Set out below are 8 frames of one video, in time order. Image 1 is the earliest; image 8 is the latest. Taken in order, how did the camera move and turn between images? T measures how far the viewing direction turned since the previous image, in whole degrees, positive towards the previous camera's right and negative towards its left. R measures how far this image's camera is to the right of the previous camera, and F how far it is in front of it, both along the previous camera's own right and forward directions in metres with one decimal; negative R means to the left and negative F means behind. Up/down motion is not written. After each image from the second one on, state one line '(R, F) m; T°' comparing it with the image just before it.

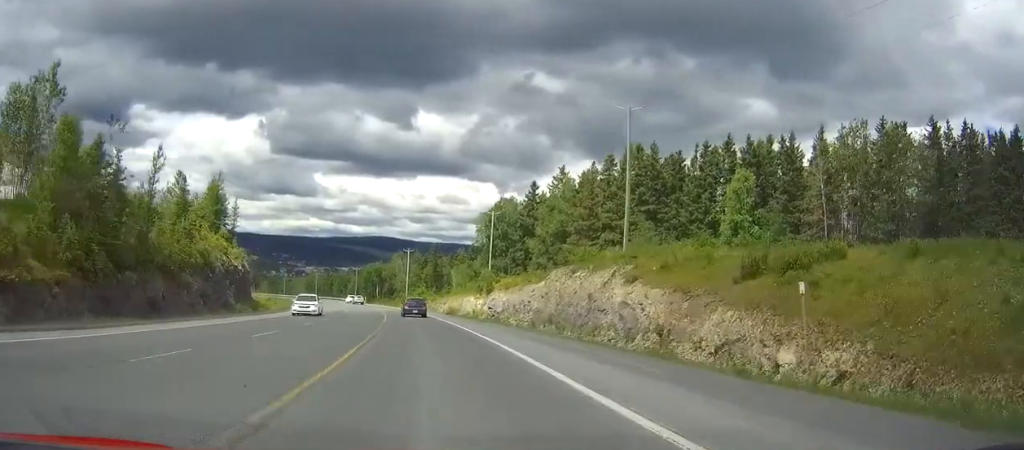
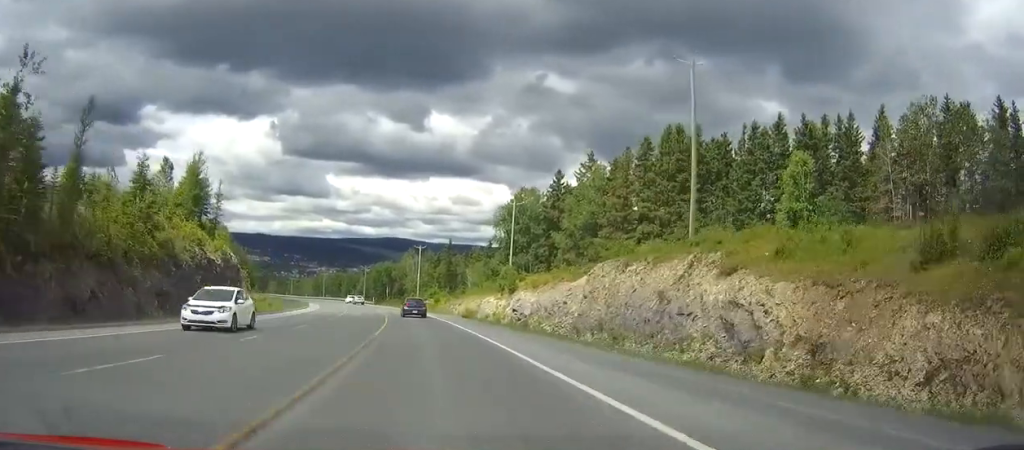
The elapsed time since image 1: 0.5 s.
(-0.2, +11.2) m; -1°
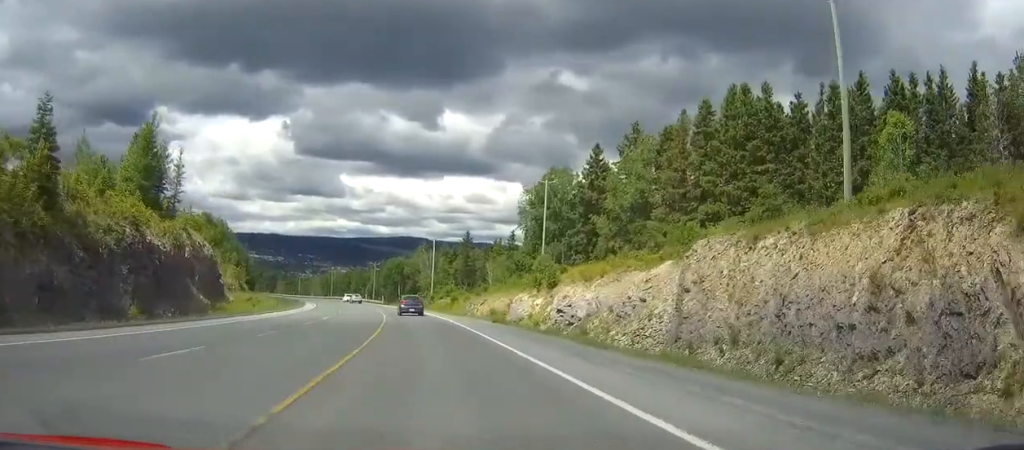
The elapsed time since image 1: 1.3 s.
(-0.2, +15.5) m; -2°
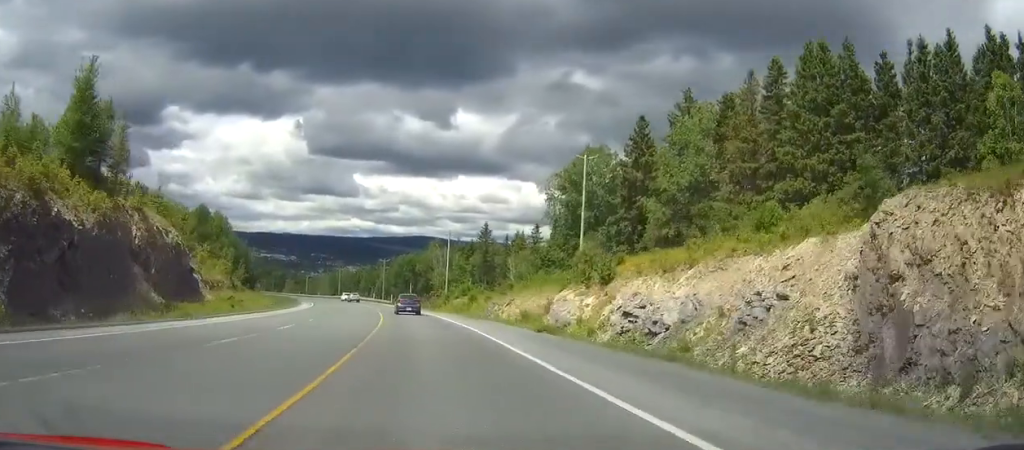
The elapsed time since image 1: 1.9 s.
(-0.1, +13.4) m; -2°
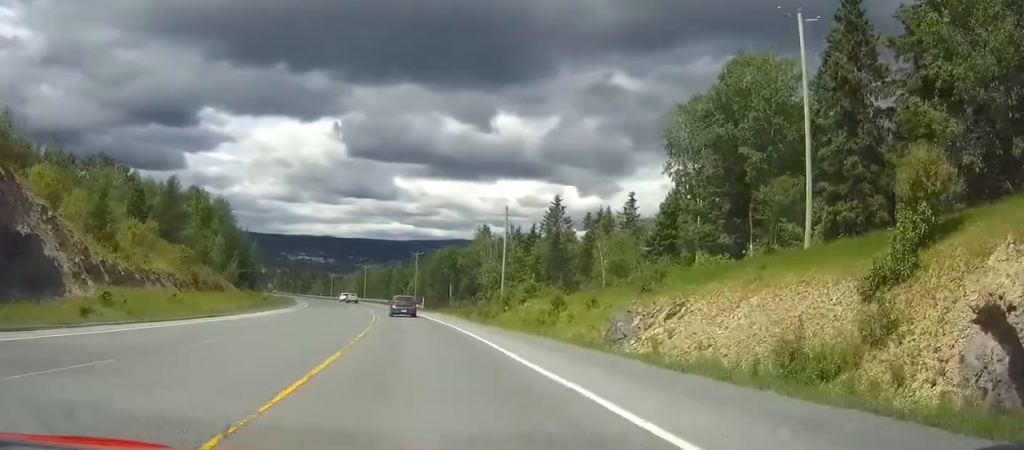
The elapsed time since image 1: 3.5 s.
(-1.9, +34.7) m; -4°
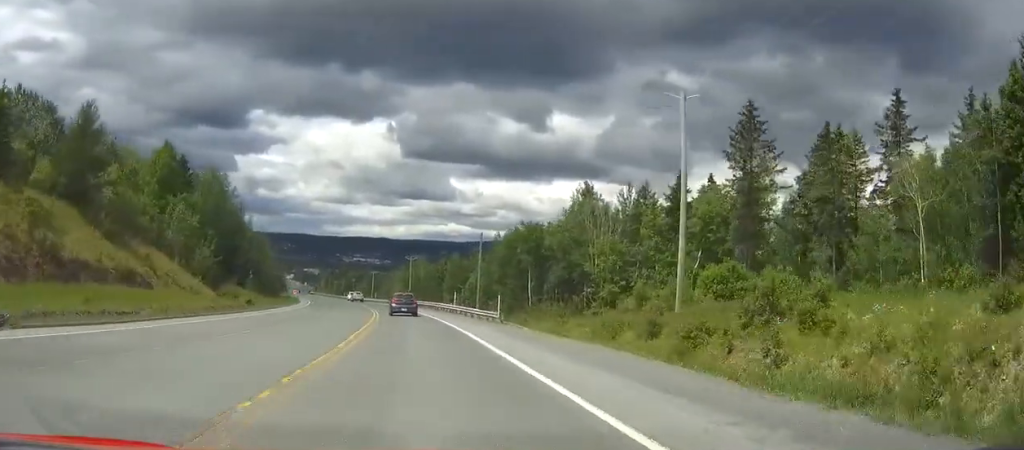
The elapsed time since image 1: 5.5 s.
(0.0, +42.2) m; 0°
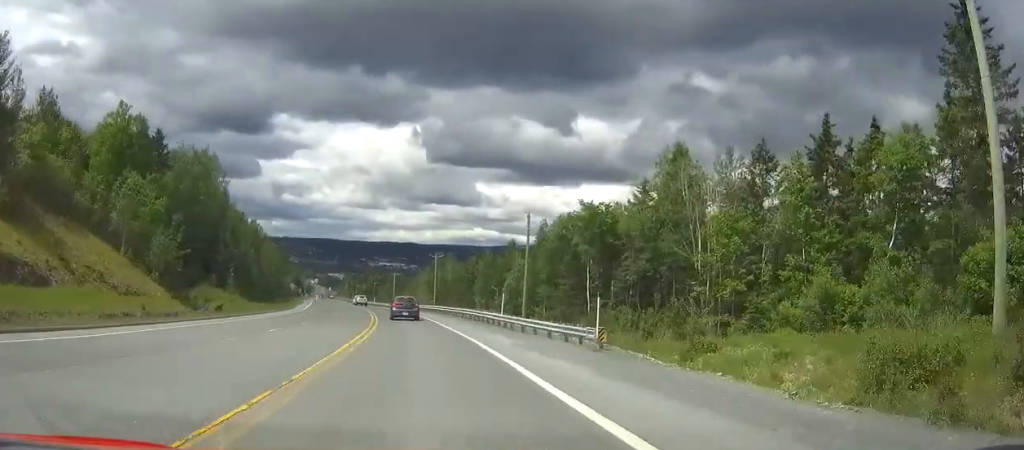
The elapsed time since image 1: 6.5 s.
(0.0, +20.8) m; -1°
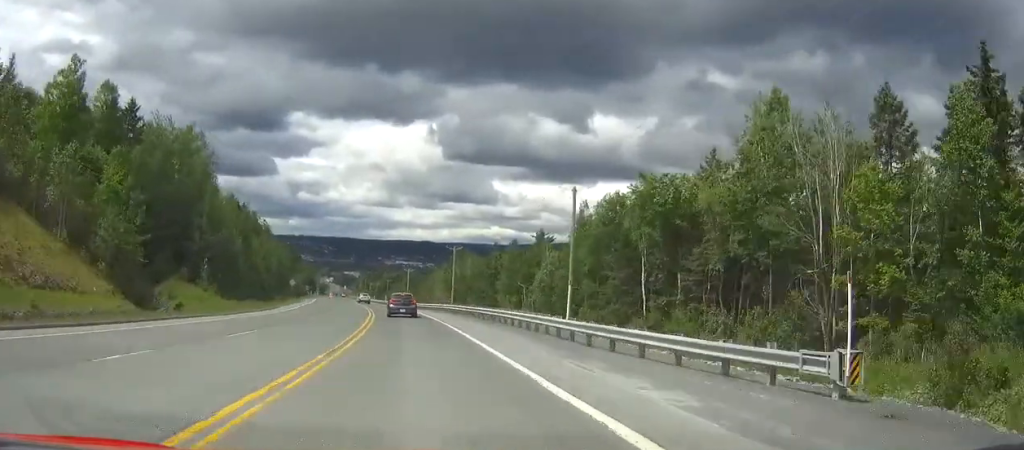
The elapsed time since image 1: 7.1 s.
(+0.3, +14.3) m; -3°
